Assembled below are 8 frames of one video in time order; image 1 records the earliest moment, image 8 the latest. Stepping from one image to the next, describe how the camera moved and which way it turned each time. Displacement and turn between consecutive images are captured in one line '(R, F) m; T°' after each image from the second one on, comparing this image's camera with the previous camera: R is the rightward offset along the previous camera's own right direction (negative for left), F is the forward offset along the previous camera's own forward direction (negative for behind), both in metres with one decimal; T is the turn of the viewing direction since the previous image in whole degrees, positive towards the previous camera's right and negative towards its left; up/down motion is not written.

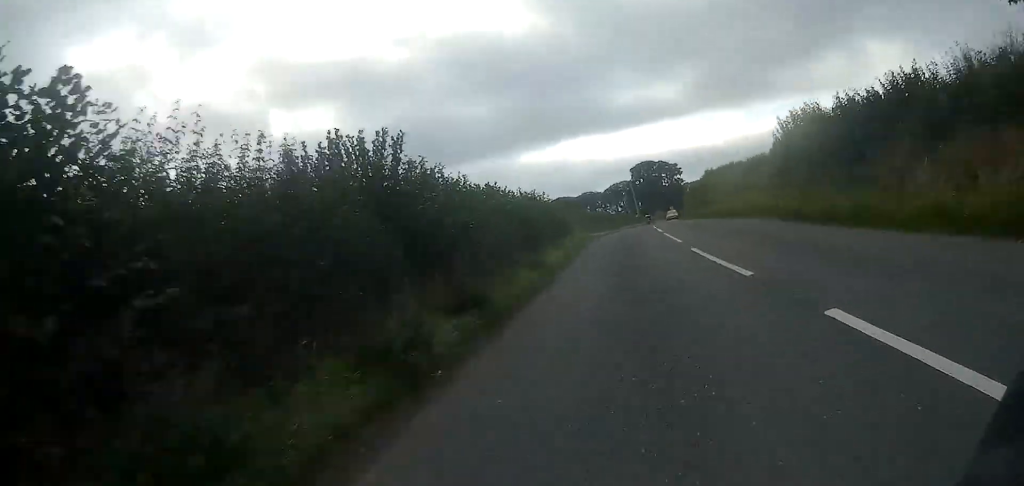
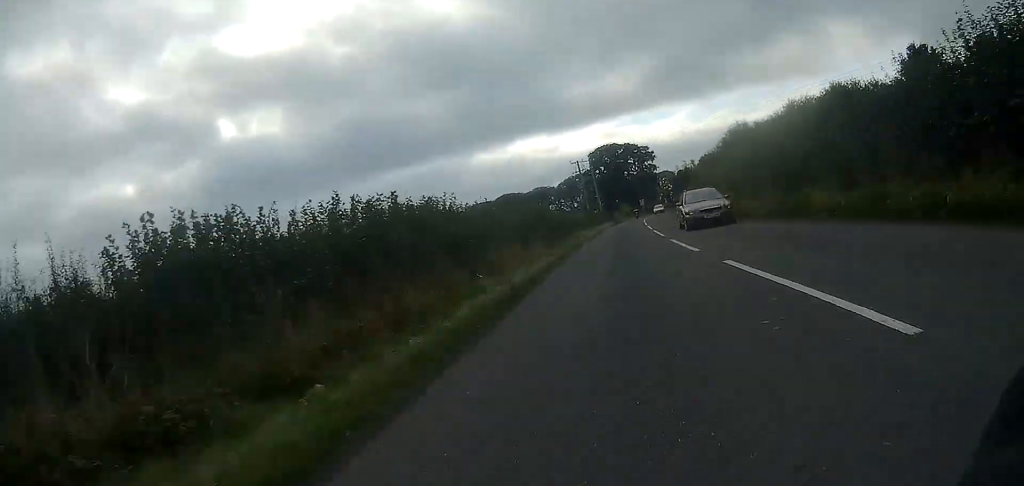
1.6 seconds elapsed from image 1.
(+0.9, +40.7) m; +3°
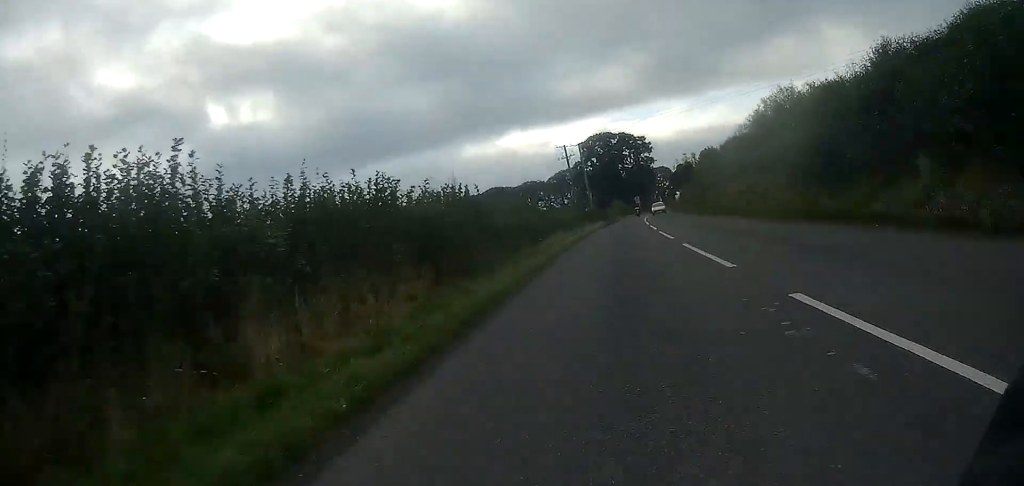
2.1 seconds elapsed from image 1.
(0.0, +12.8) m; +1°
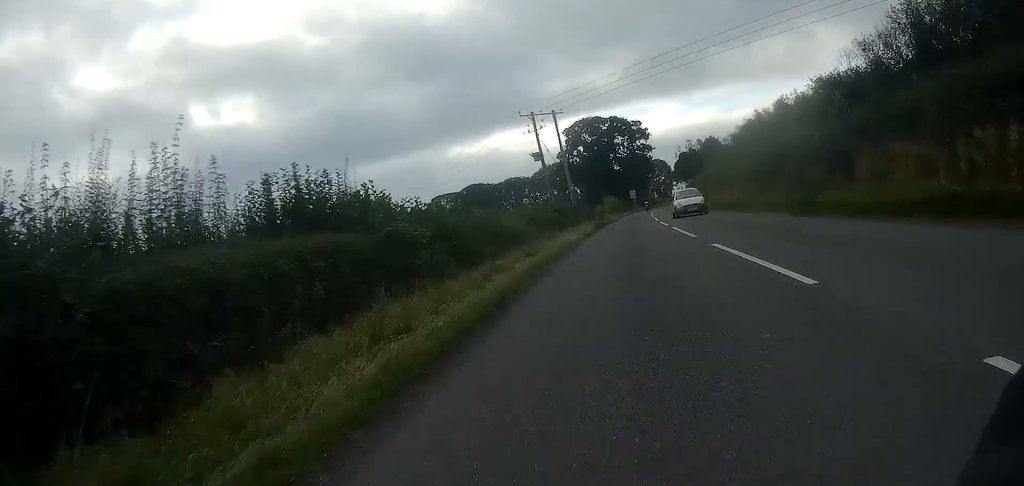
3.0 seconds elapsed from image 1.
(+0.4, +22.1) m; +1°
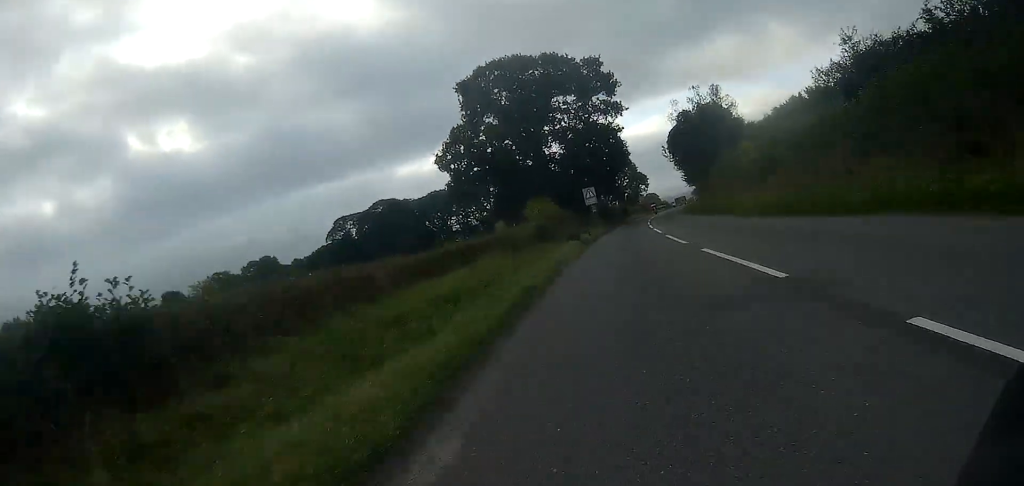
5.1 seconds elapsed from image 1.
(+1.6, +53.9) m; +4°
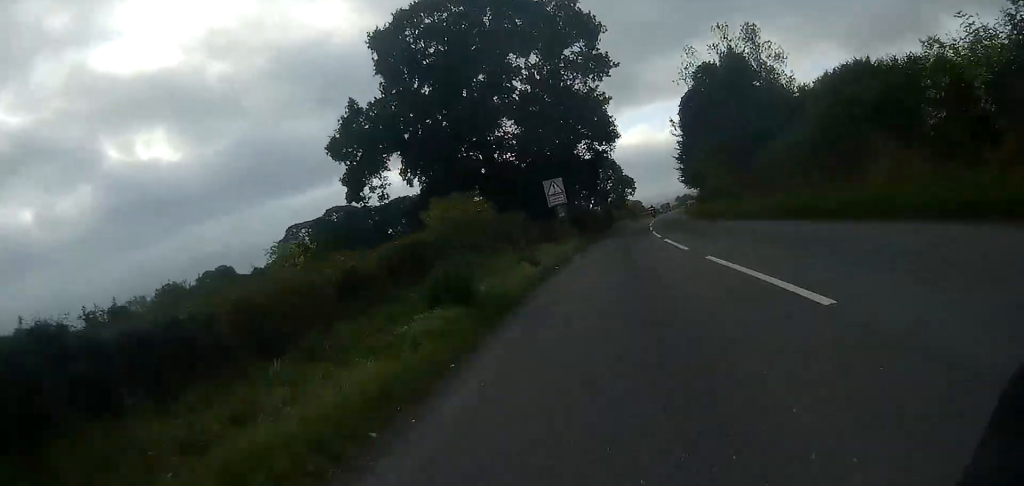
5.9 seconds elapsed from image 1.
(+0.5, +20.7) m; +2°
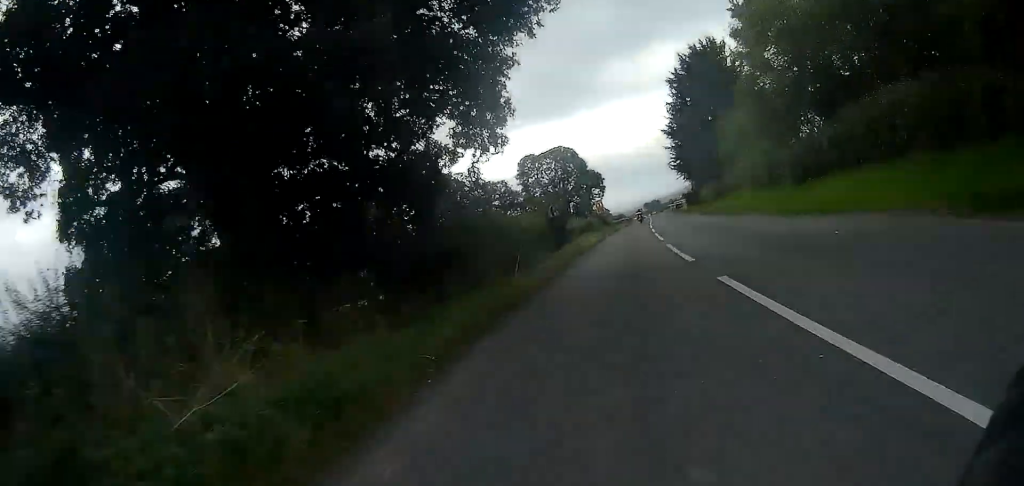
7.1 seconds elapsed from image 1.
(+0.7, +30.5) m; +3°
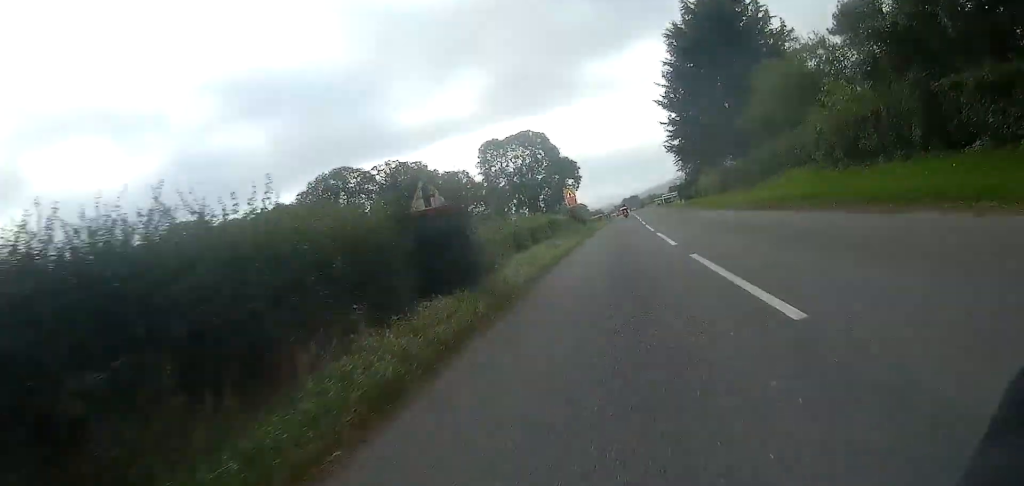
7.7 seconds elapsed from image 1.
(+0.2, +15.6) m; +1°
